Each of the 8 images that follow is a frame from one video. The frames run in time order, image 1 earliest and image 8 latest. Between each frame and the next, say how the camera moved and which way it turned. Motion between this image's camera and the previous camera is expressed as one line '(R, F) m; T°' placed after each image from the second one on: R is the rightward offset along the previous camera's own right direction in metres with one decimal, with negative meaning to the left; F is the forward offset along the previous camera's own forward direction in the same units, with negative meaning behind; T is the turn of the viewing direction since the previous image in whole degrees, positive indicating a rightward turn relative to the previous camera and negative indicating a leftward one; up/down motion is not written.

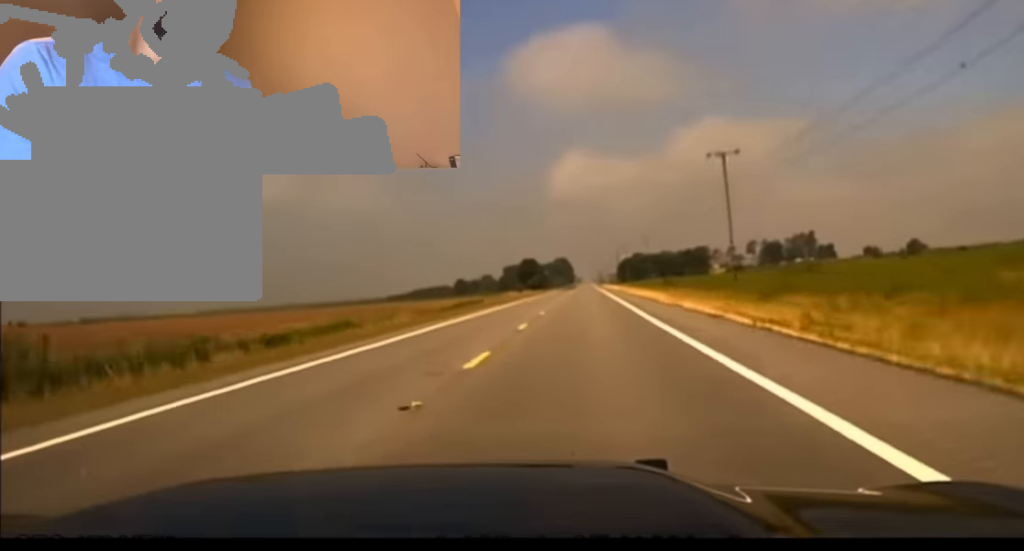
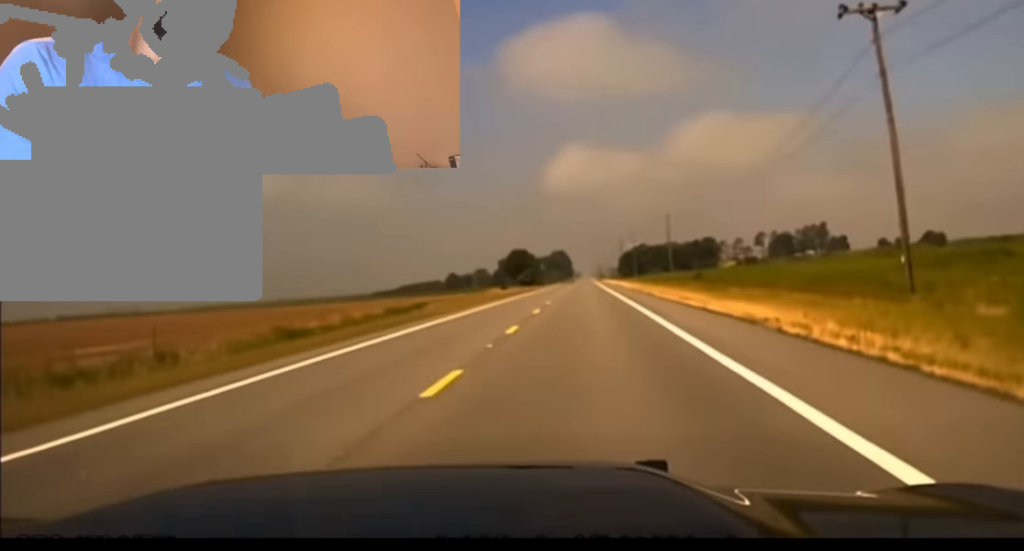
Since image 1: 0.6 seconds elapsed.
(0.0, +40.3) m; 0°
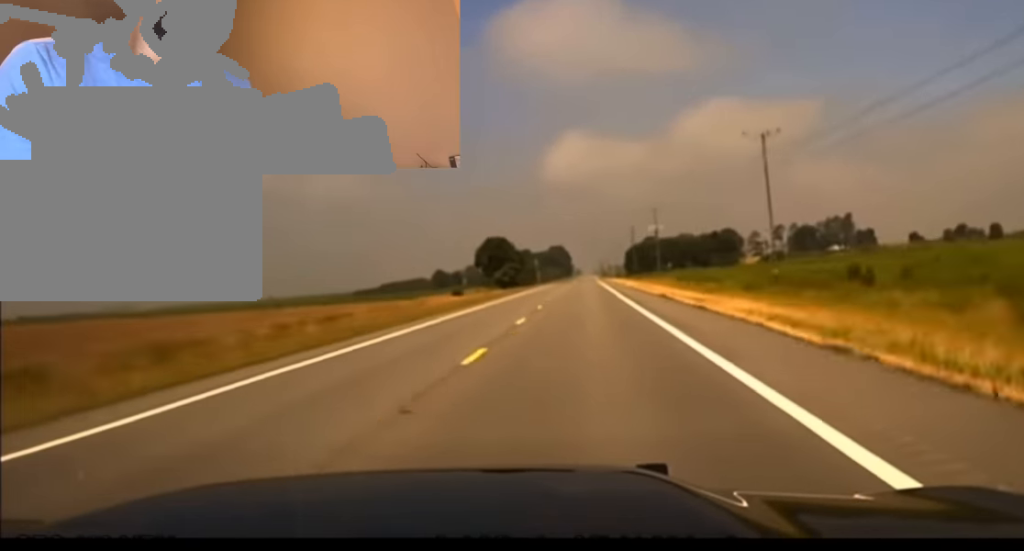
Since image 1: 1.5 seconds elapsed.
(0.0, +68.9) m; 0°
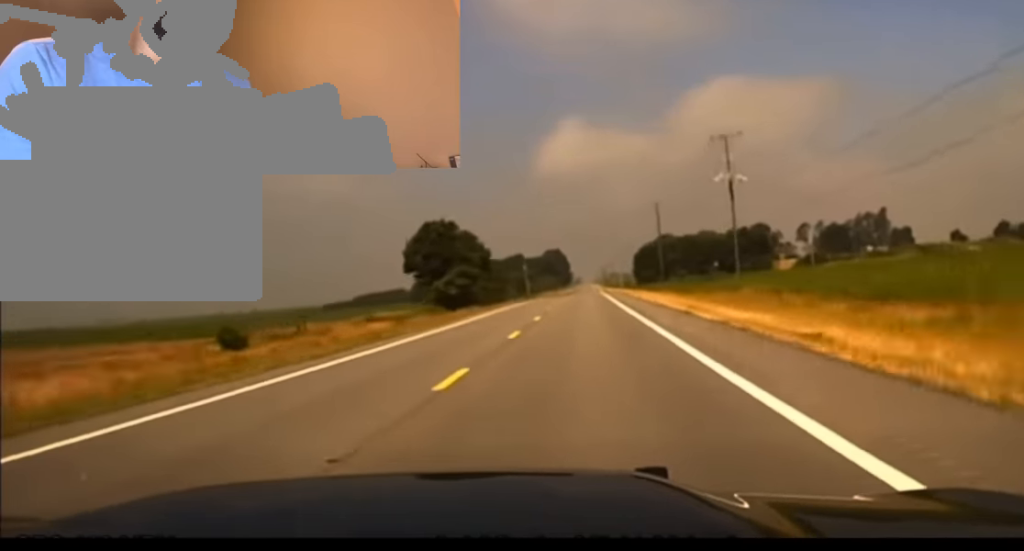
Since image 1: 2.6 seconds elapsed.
(-0.4, +76.0) m; 0°
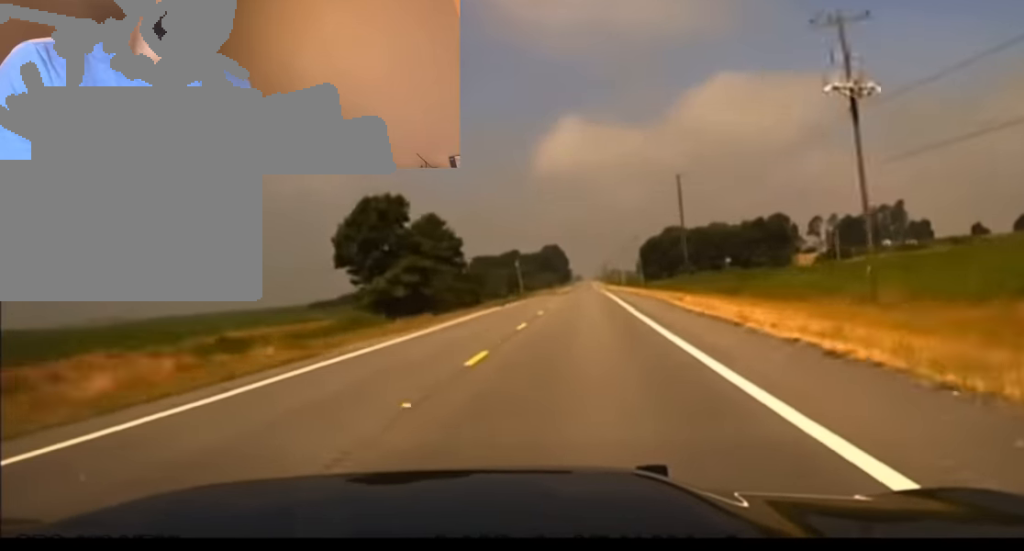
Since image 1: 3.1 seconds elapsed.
(+0.3, +33.2) m; 0°
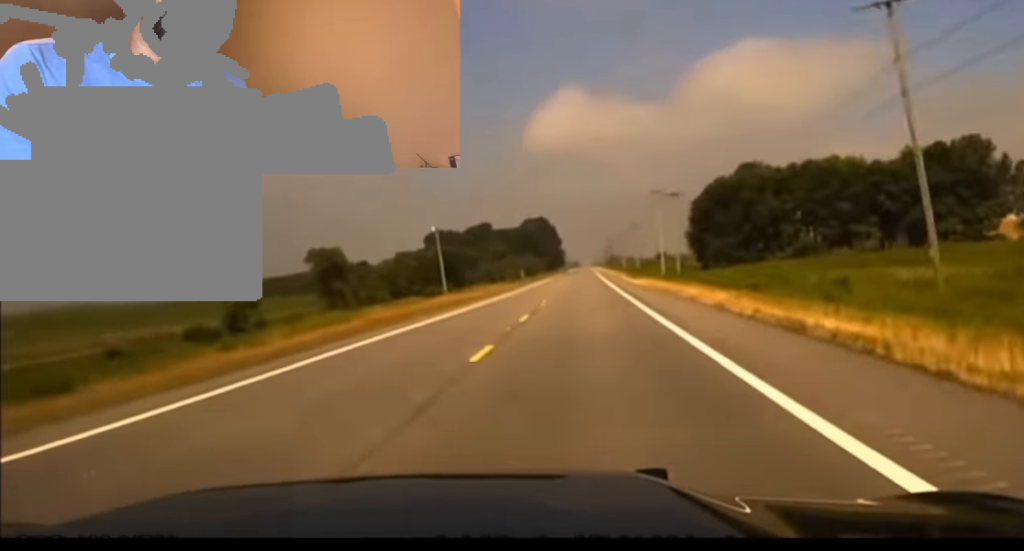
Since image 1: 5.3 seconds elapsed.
(+0.3, +161.6) m; 0°
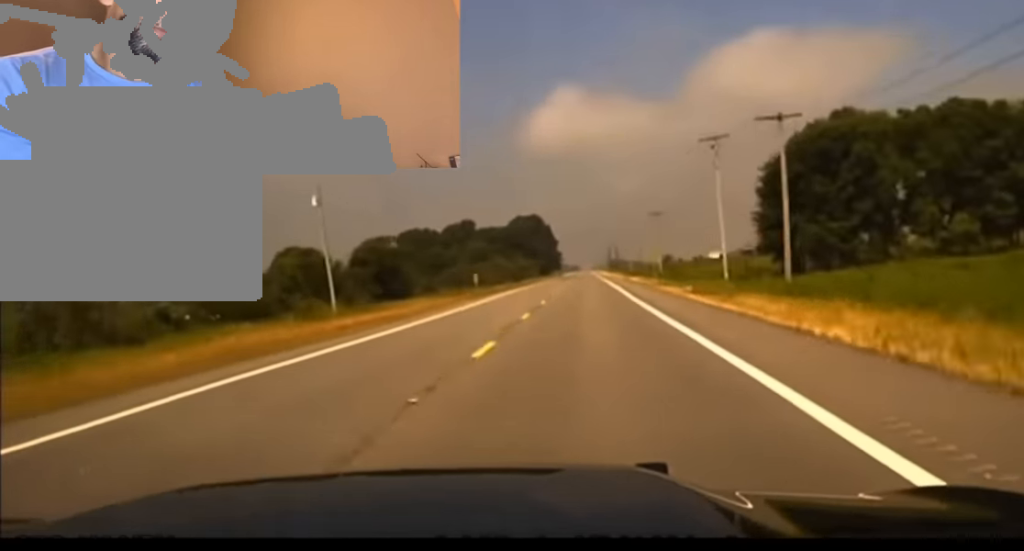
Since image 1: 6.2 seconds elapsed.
(0.0, +59.3) m; 0°
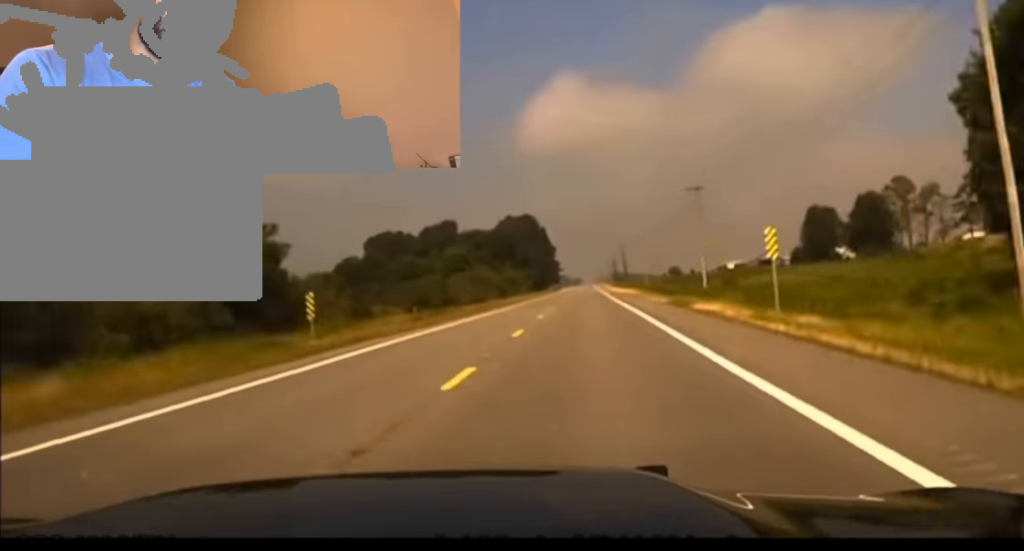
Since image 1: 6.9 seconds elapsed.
(0.0, +52.2) m; 0°
